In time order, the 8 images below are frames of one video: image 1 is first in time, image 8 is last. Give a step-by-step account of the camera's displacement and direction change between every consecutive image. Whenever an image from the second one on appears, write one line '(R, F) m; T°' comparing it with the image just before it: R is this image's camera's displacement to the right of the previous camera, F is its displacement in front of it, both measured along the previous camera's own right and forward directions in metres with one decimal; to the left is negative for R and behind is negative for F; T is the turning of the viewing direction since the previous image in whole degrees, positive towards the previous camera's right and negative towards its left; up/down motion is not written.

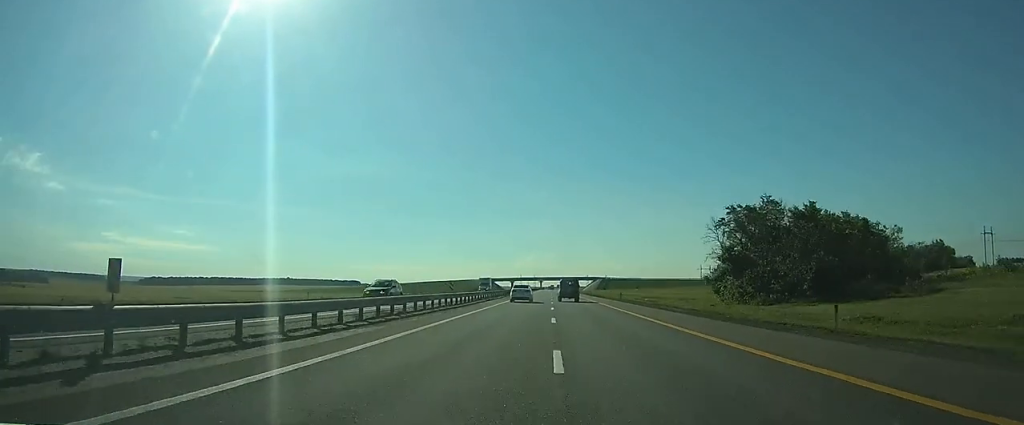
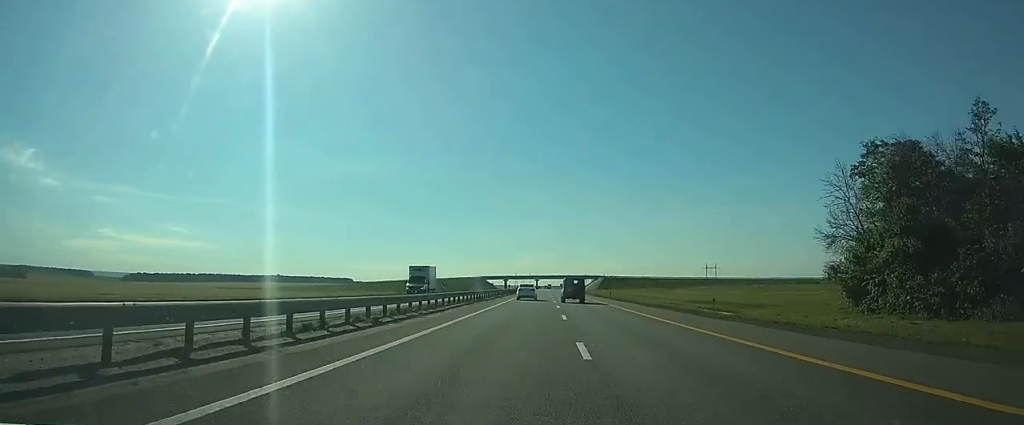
(0.0, +34.3) m; 0°
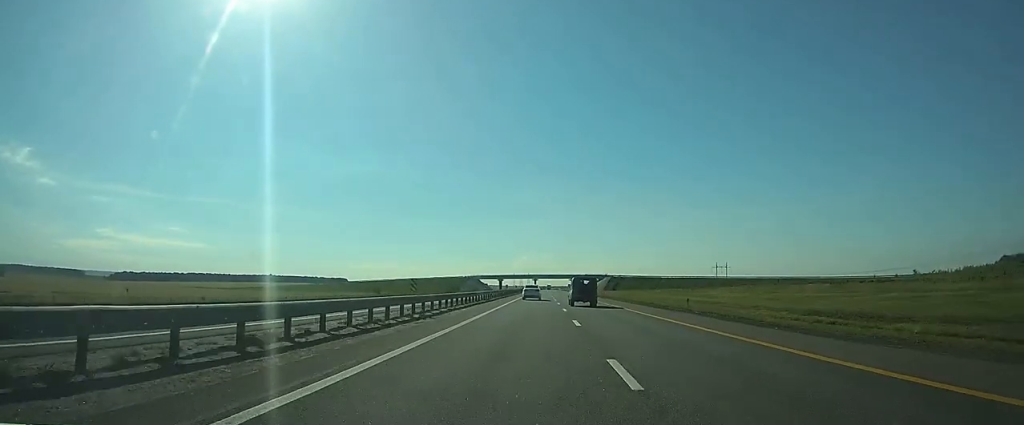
(+0.1, +38.5) m; 0°
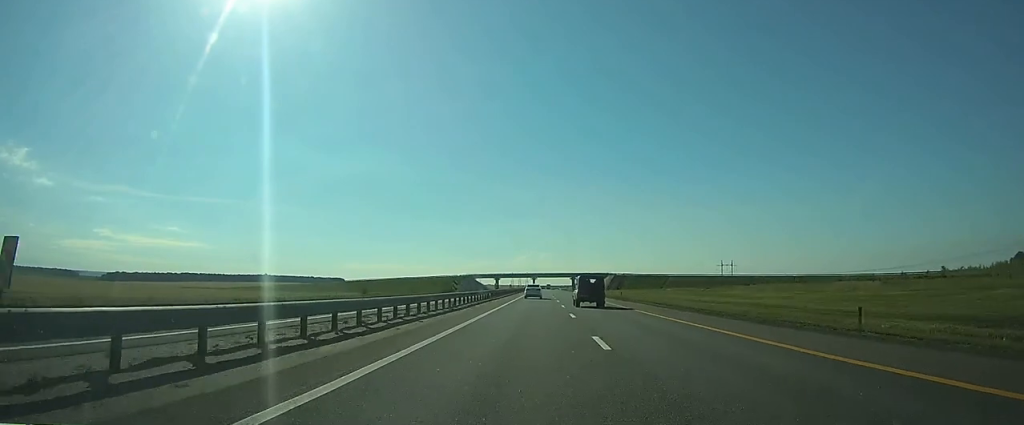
(0.0, +19.2) m; 0°
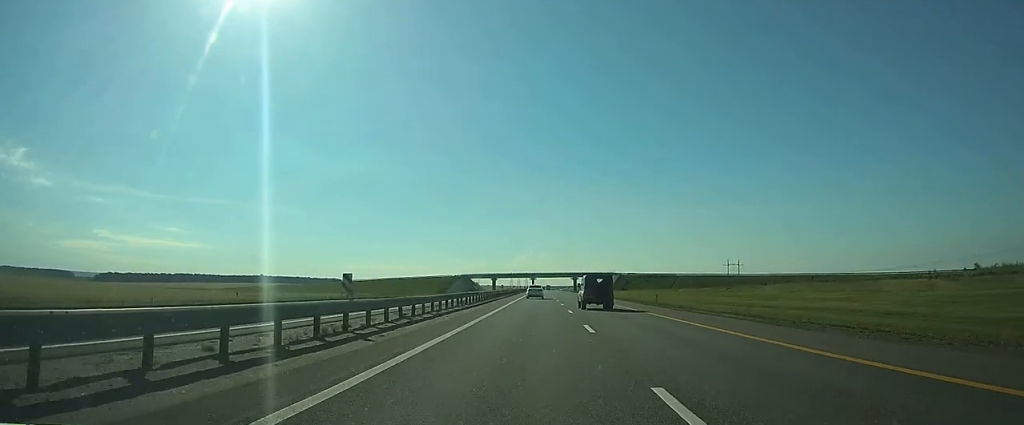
(0.0, +19.3) m; 0°
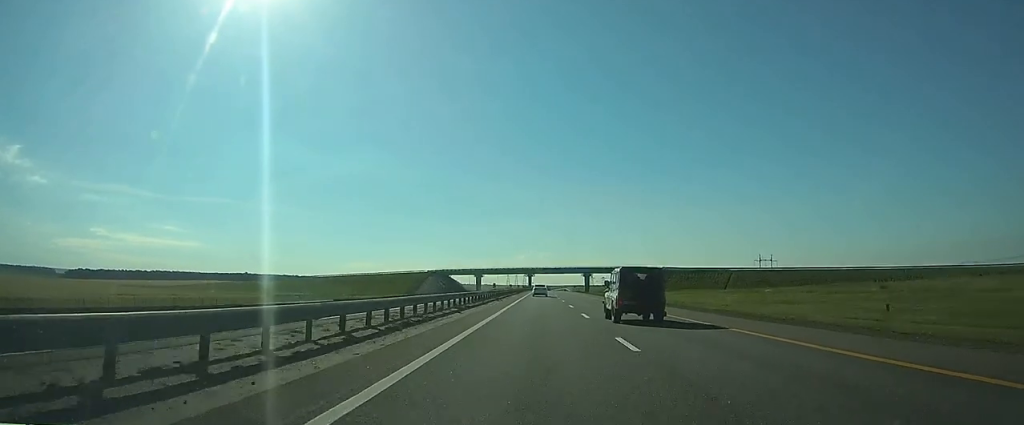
(+0.3, +76.2) m; 0°
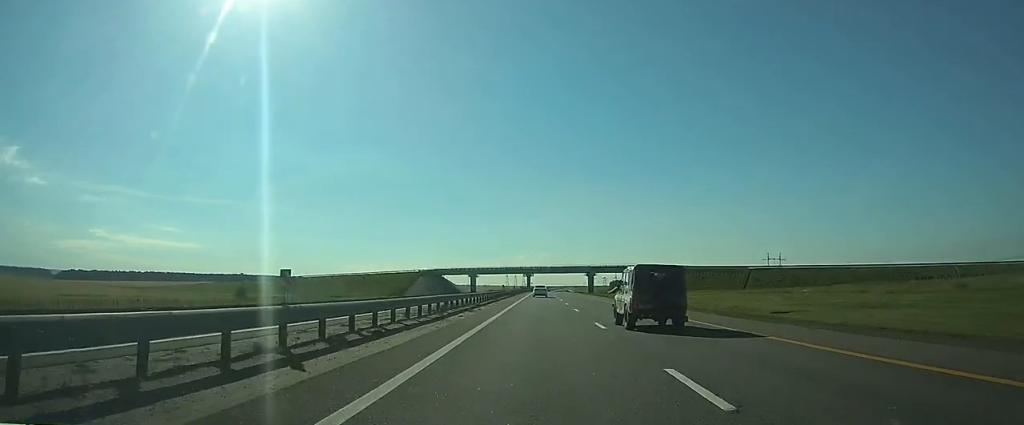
(0.0, +17.2) m; 0°
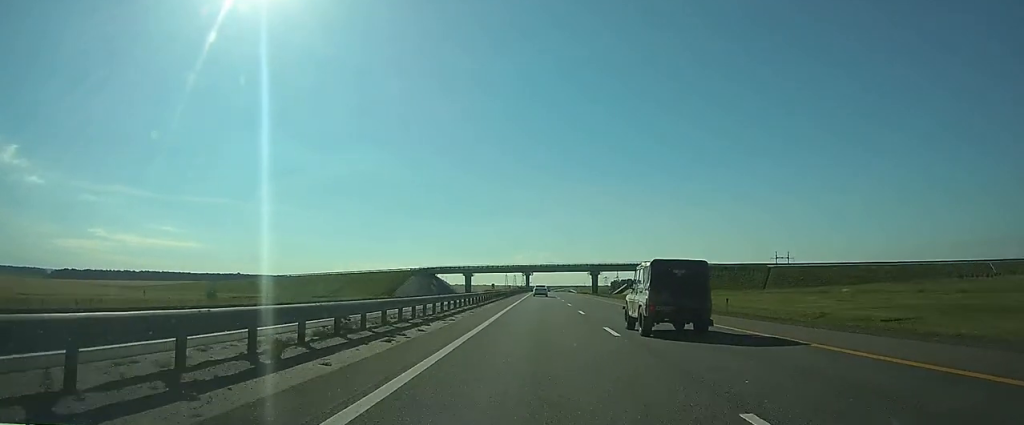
(0.0, +15.0) m; 0°
